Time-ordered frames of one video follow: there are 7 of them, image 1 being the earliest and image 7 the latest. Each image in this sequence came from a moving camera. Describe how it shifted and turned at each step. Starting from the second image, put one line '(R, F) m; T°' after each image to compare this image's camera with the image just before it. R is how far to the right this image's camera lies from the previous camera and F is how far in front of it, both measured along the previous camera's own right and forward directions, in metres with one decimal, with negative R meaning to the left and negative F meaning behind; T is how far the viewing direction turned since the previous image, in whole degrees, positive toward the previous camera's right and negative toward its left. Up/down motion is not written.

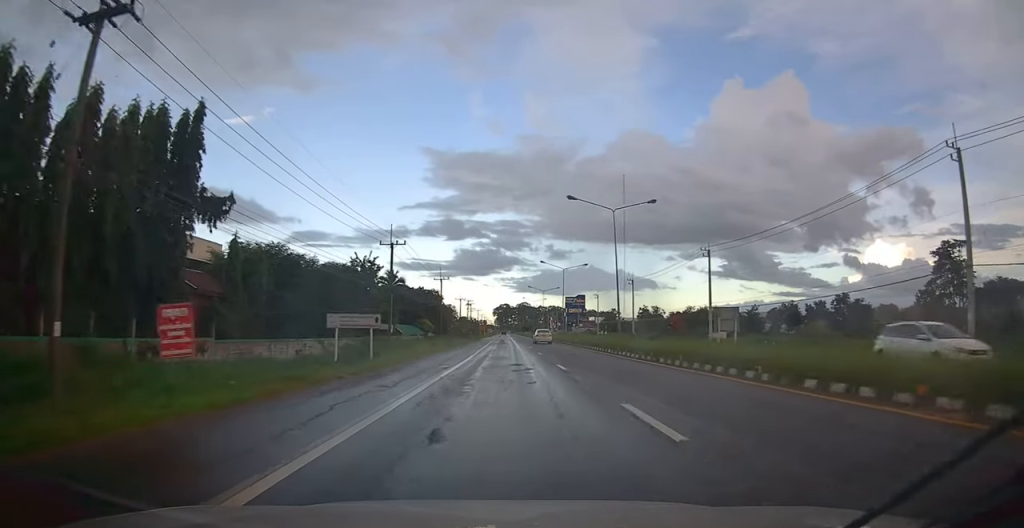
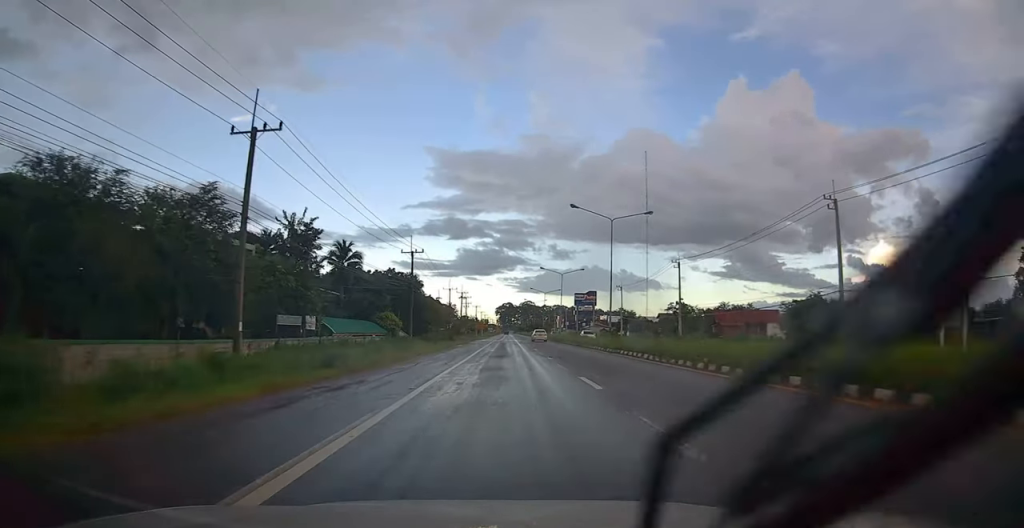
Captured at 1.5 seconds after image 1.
(-0.9, +31.2) m; -1°
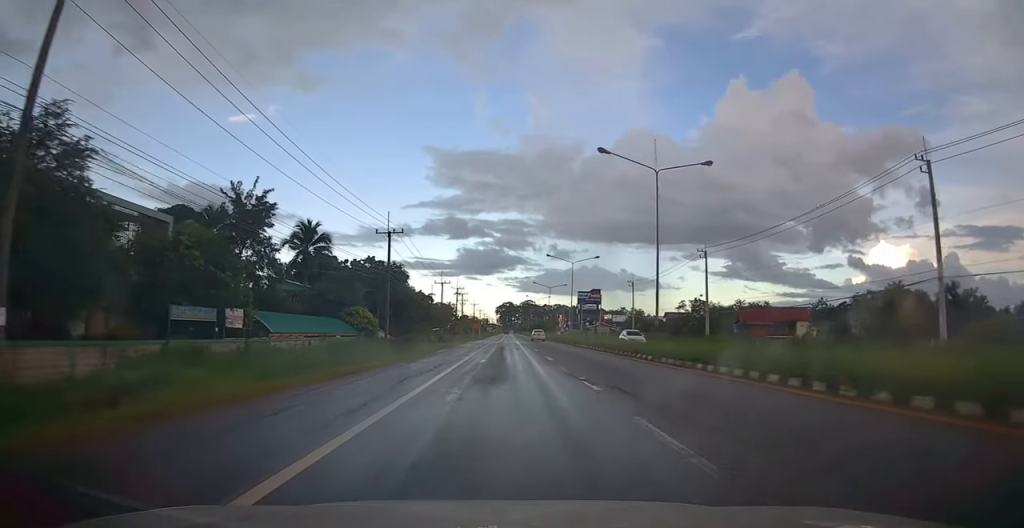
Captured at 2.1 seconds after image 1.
(+0.3, +12.2) m; 0°
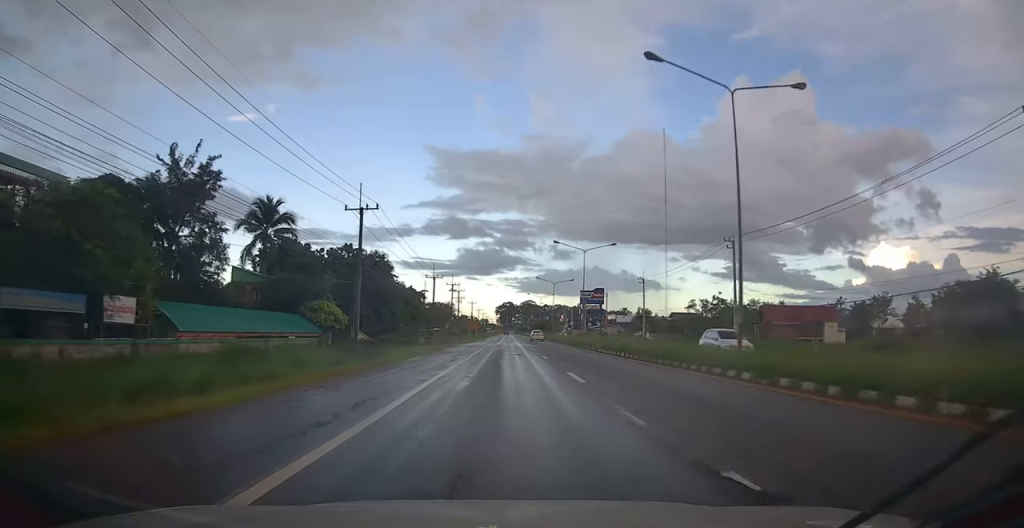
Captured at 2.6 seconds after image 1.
(+0.4, +9.9) m; 0°
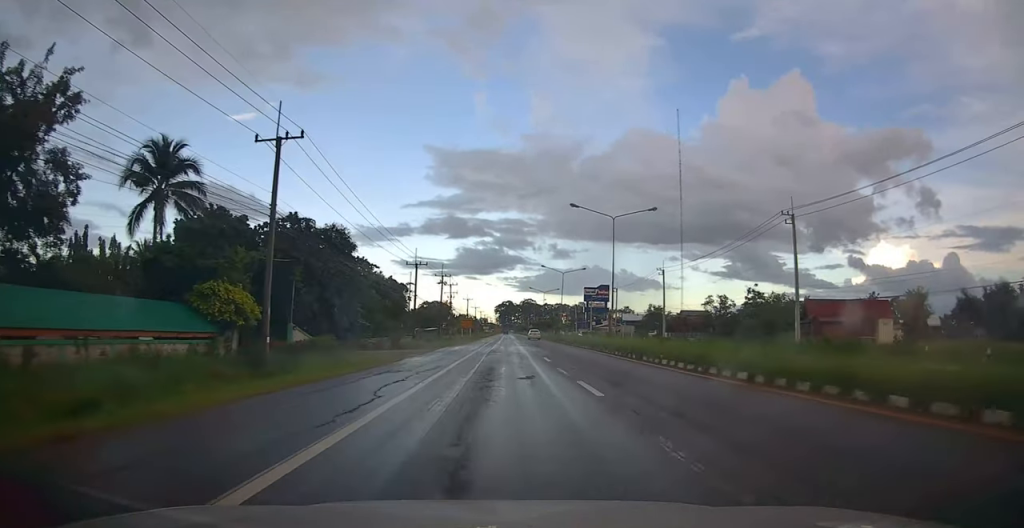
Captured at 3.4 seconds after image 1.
(-0.6, +15.4) m; 0°
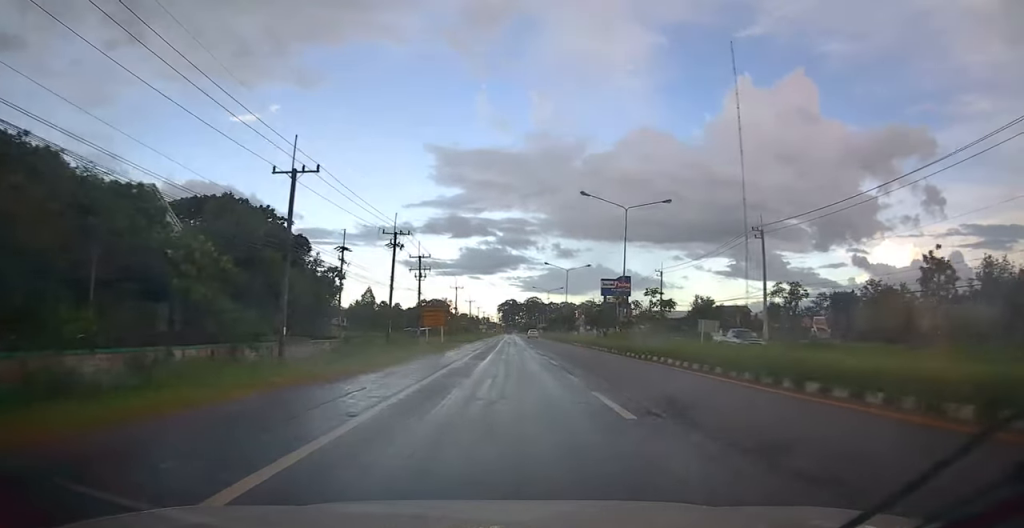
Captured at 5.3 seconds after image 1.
(+1.2, +39.3) m; +1°
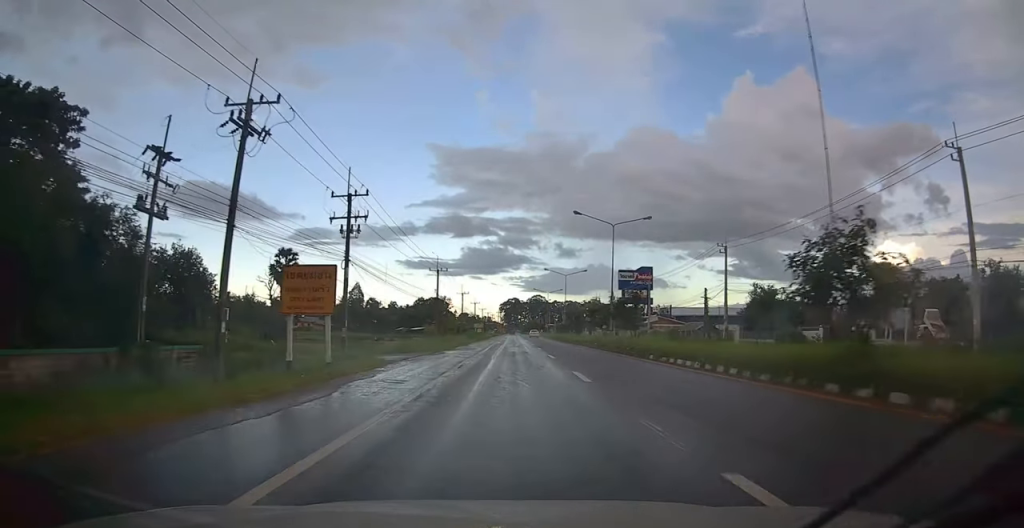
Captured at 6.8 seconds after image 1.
(-0.8, +30.2) m; -1°
